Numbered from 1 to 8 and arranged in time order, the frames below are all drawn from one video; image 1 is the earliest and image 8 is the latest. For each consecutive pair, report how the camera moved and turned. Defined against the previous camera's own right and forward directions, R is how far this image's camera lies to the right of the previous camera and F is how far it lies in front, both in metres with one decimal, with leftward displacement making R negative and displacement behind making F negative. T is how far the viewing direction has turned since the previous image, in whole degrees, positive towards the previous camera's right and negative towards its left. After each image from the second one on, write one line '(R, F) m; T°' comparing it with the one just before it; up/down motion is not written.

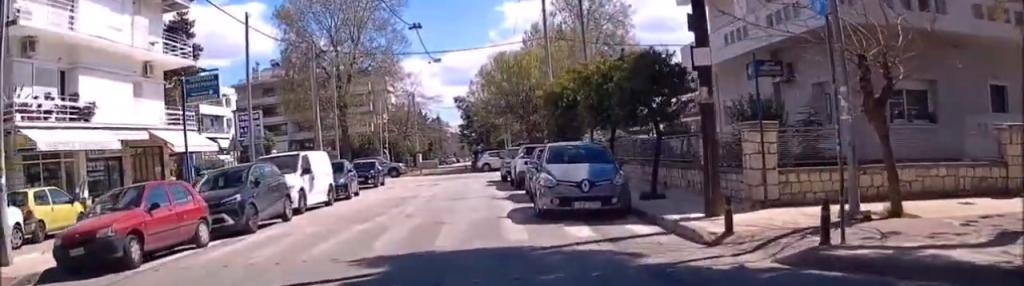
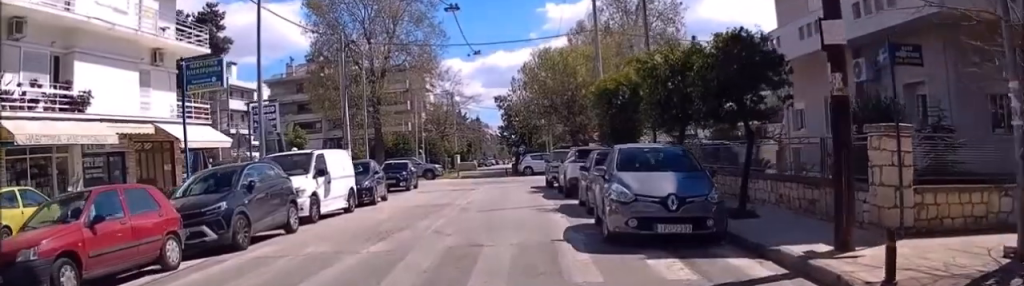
(-0.2, +3.1) m; -3°
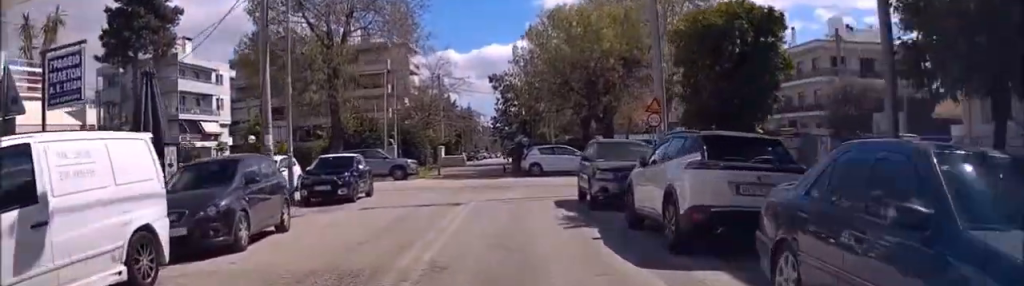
(0.0, +11.4) m; -2°
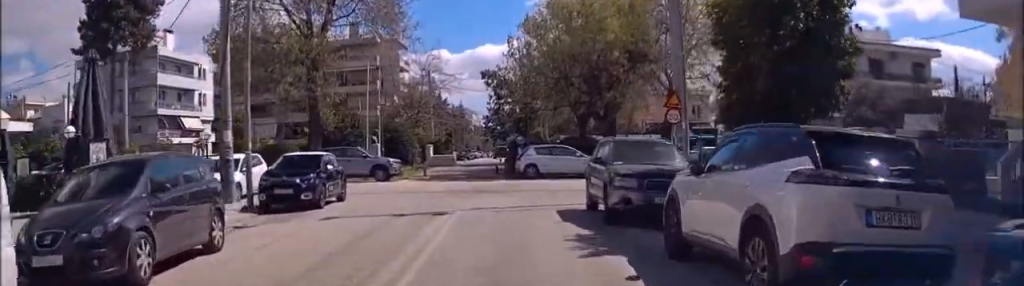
(-0.1, +2.8) m; -3°
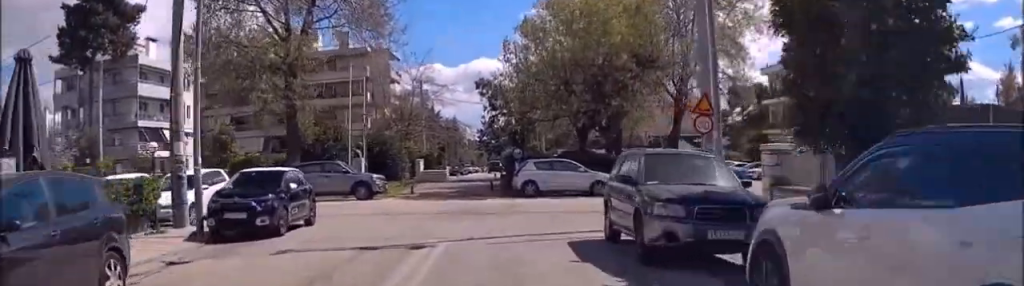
(0.0, +2.6) m; +1°
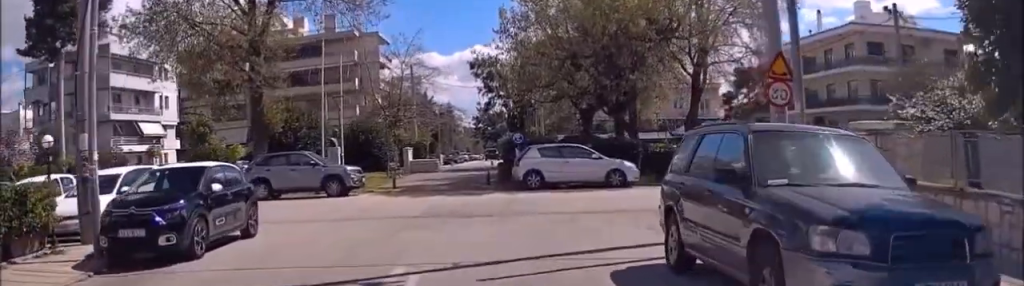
(0.0, +3.9) m; +2°
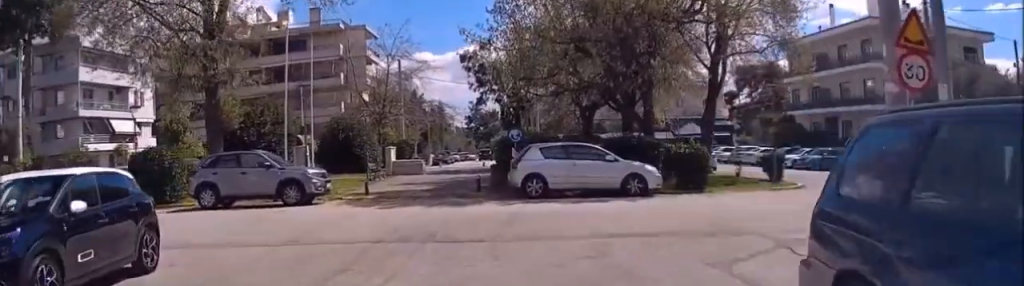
(+0.1, +3.4) m; +7°
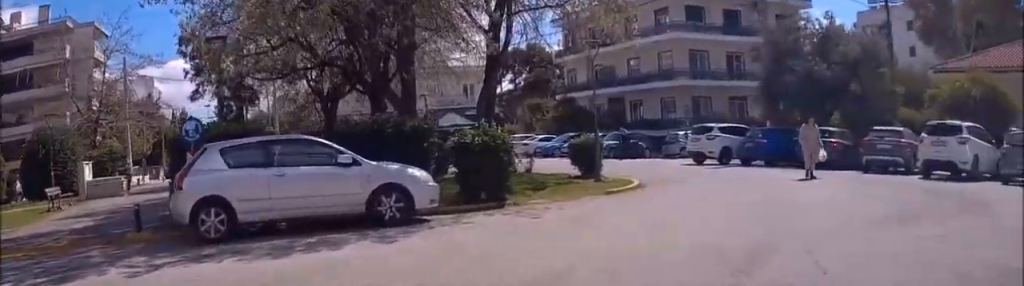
(+1.9, +7.3) m; +28°
